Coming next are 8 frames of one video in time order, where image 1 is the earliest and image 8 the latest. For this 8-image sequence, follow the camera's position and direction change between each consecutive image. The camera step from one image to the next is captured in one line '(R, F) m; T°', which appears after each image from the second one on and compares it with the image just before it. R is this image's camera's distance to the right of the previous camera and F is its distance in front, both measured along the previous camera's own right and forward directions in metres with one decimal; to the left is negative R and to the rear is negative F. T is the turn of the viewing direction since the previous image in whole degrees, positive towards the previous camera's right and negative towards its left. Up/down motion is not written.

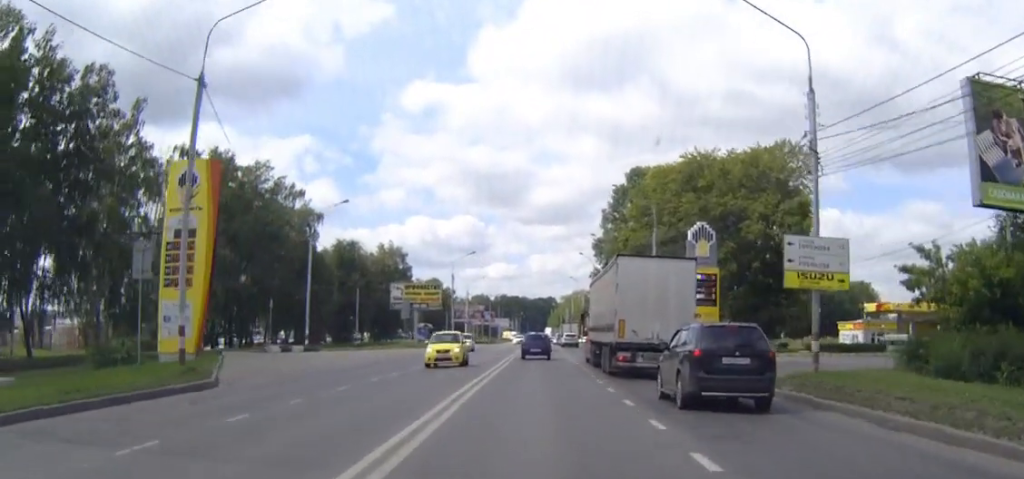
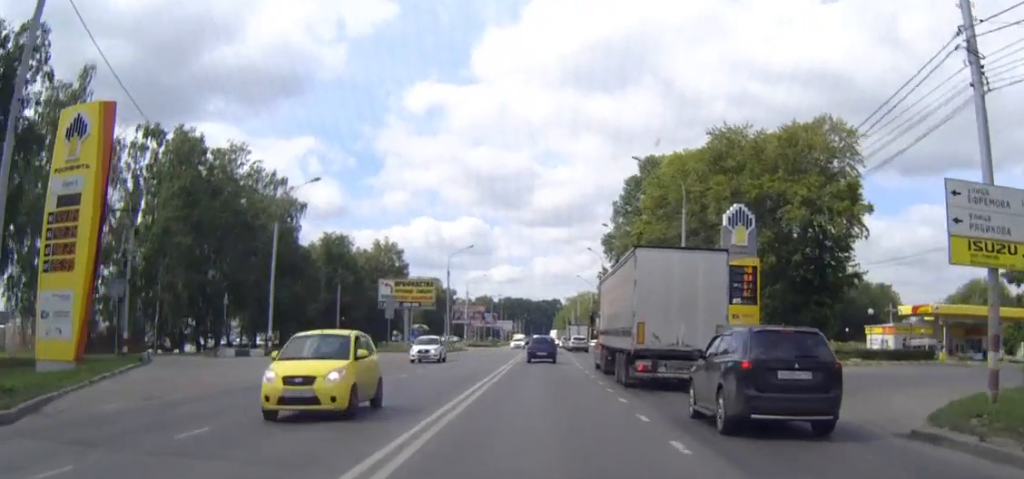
(0.0, +10.0) m; 0°
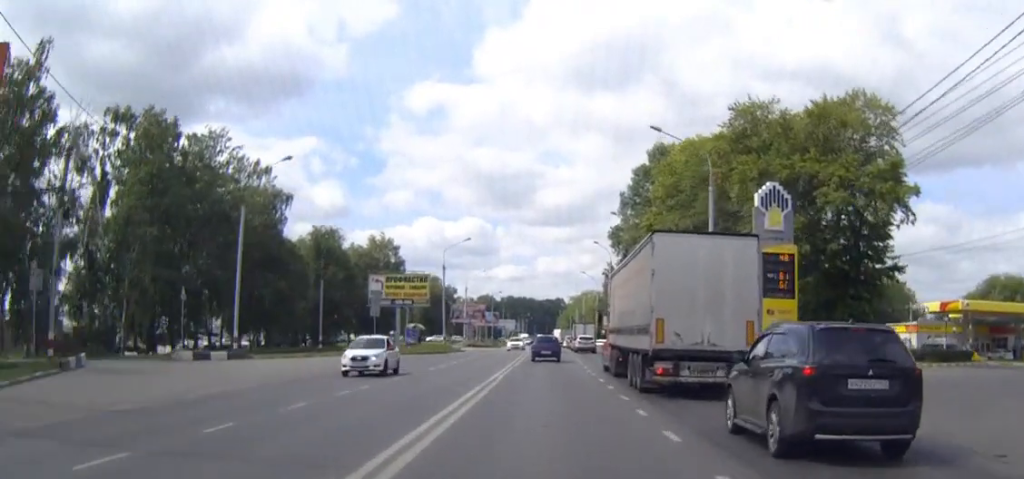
(0.0, +7.0) m; 0°
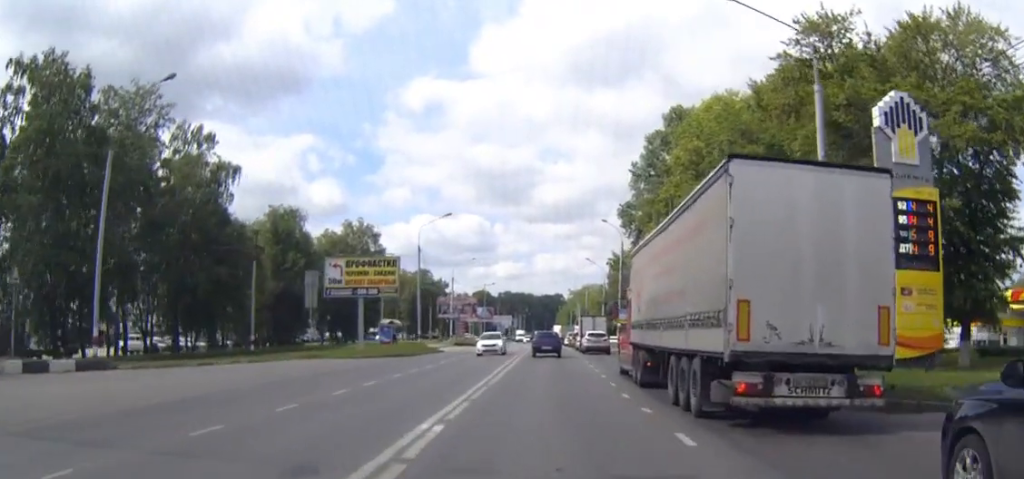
(0.0, +16.6) m; 0°
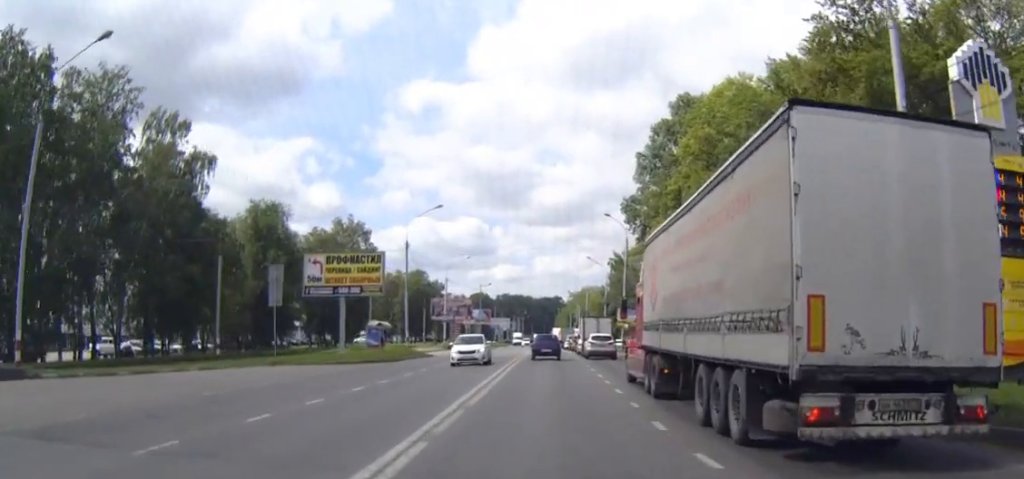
(0.0, +5.9) m; 0°
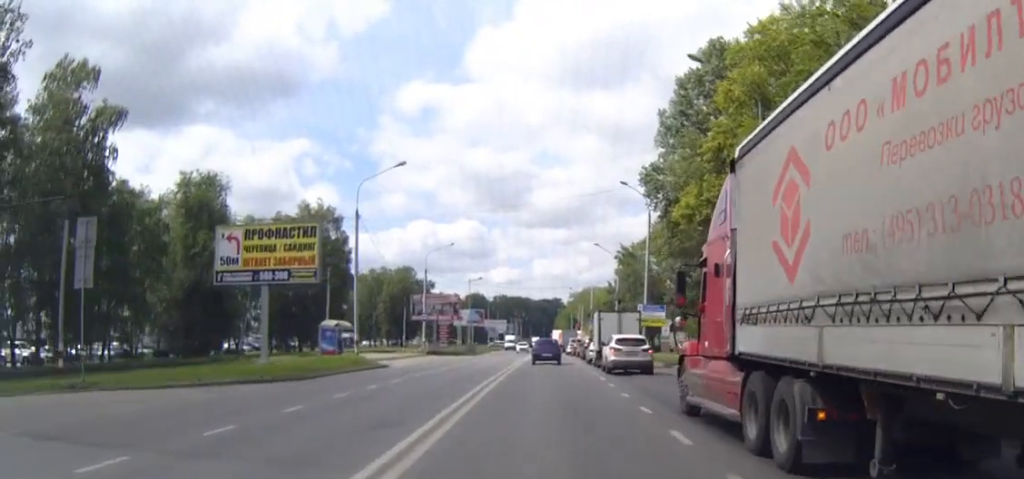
(+0.1, +17.5) m; 0°
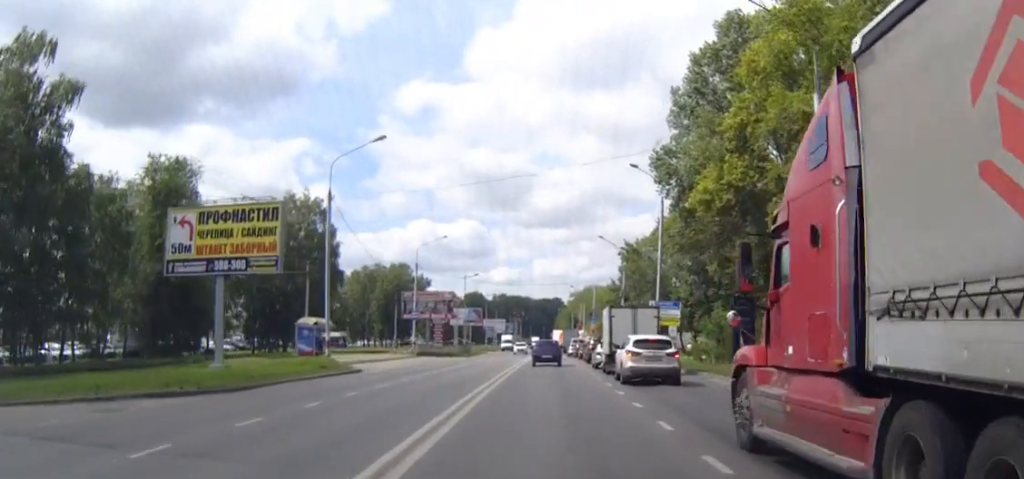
(0.0, +6.6) m; 0°
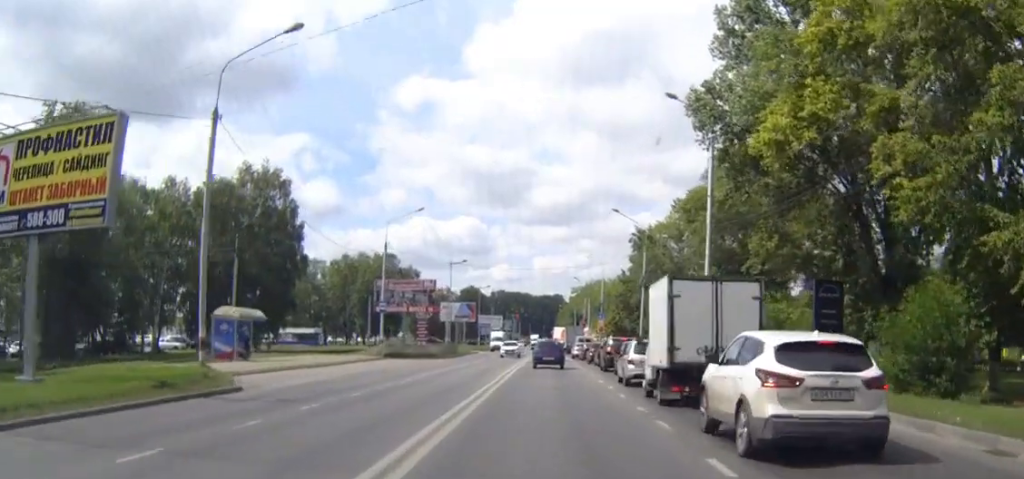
(-0.1, +16.0) m; 0°
